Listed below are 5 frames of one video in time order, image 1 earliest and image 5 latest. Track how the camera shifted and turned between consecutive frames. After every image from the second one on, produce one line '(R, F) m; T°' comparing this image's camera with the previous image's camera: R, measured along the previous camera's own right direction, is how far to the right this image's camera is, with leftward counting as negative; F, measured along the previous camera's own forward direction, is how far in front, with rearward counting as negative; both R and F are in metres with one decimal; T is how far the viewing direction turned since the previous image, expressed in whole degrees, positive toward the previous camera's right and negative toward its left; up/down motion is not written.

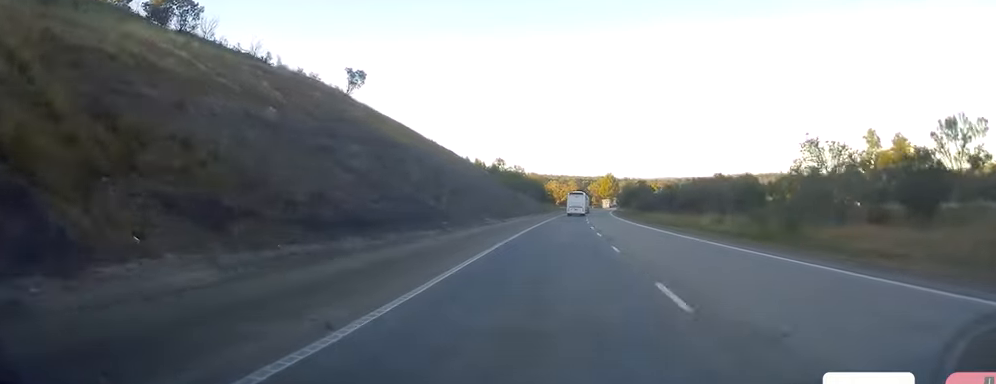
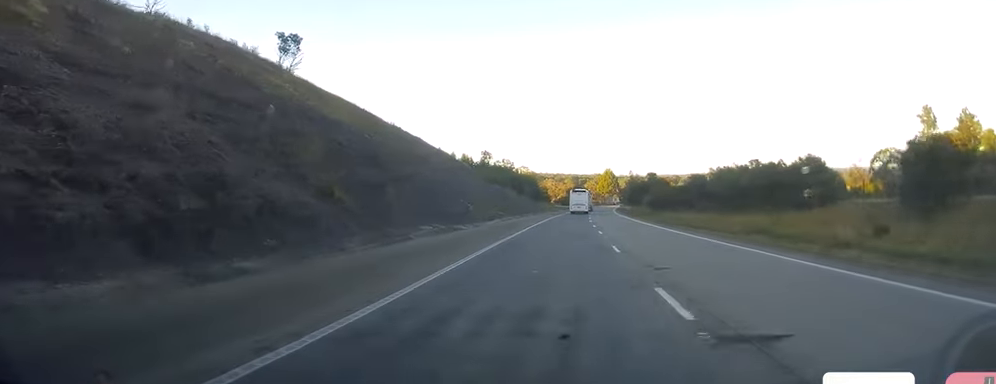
(-0.1, +25.2) m; 0°
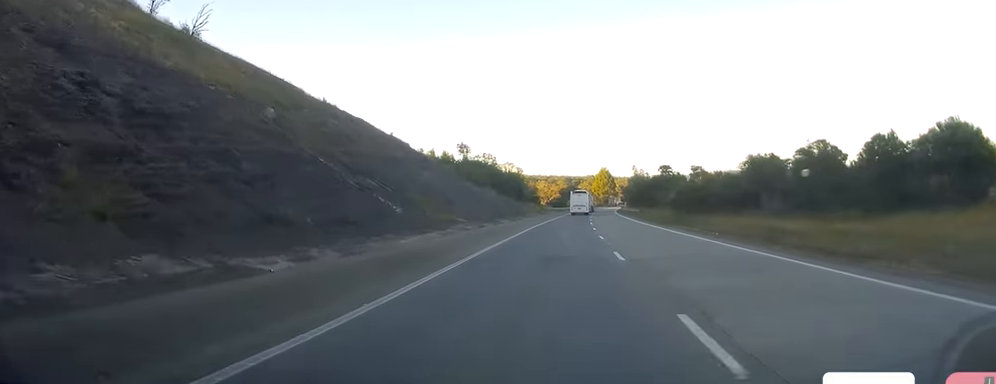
(-0.3, +27.0) m; +1°
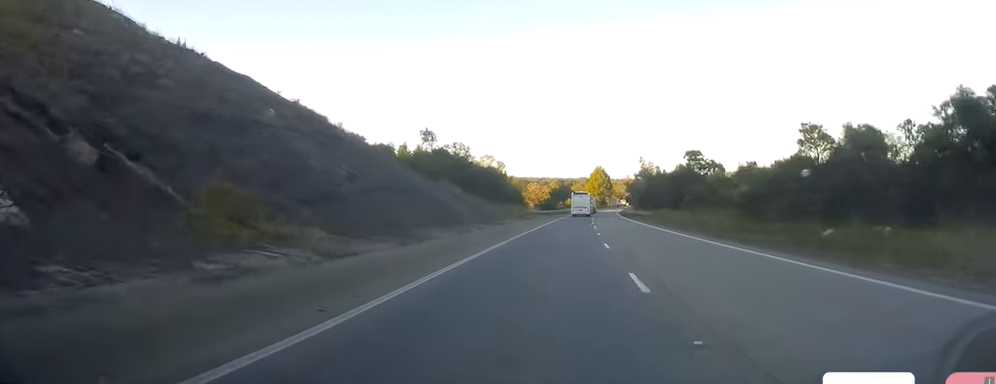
(+0.6, +29.9) m; +1°
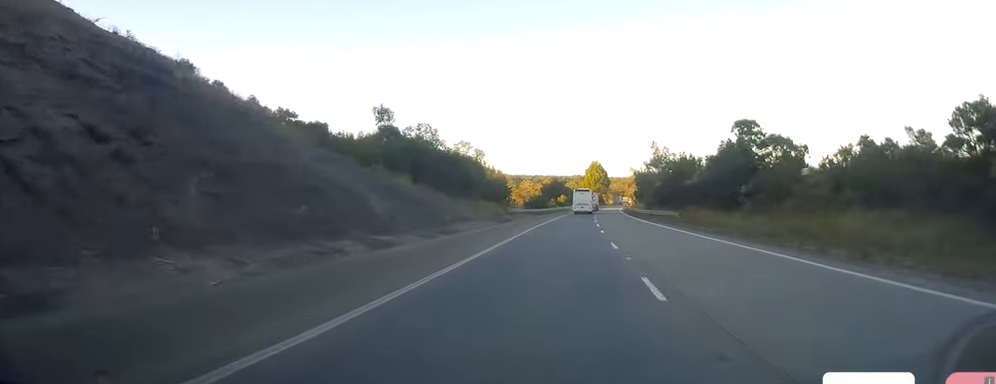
(+0.2, +25.0) m; 0°
